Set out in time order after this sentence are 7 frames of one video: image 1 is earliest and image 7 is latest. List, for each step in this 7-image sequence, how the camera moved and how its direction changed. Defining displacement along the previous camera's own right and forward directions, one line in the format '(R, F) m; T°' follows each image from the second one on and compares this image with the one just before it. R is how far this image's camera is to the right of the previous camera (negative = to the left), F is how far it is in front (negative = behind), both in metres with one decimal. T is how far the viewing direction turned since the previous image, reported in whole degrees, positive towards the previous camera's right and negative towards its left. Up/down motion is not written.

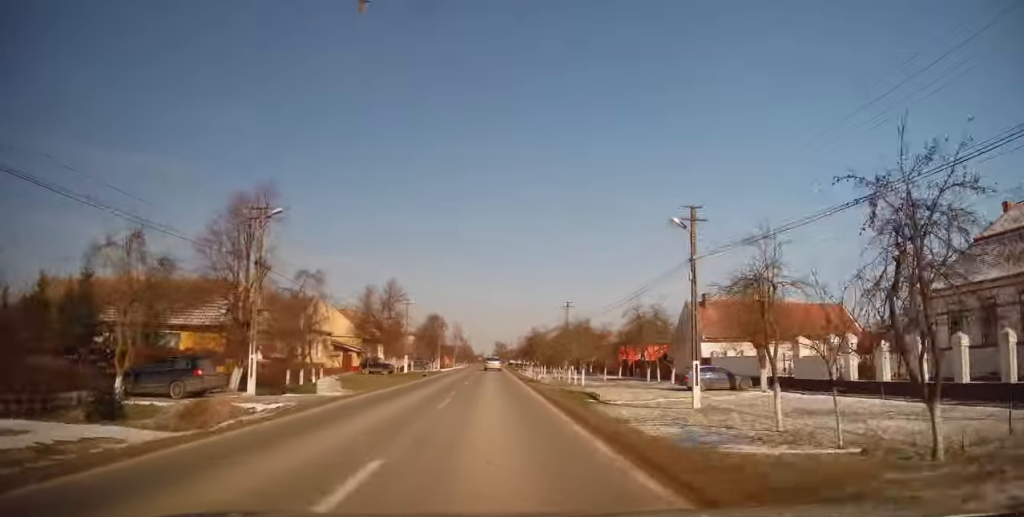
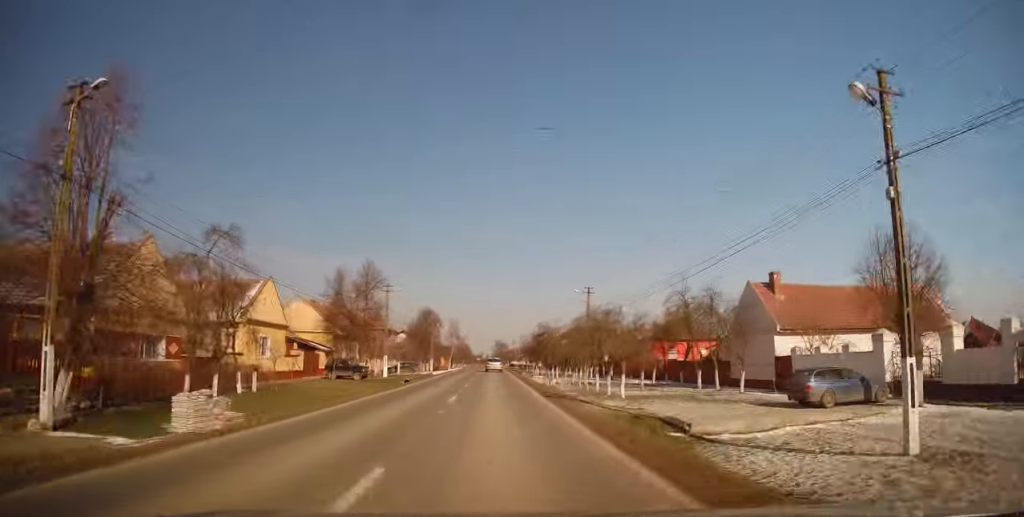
(0.0, +12.1) m; 0°
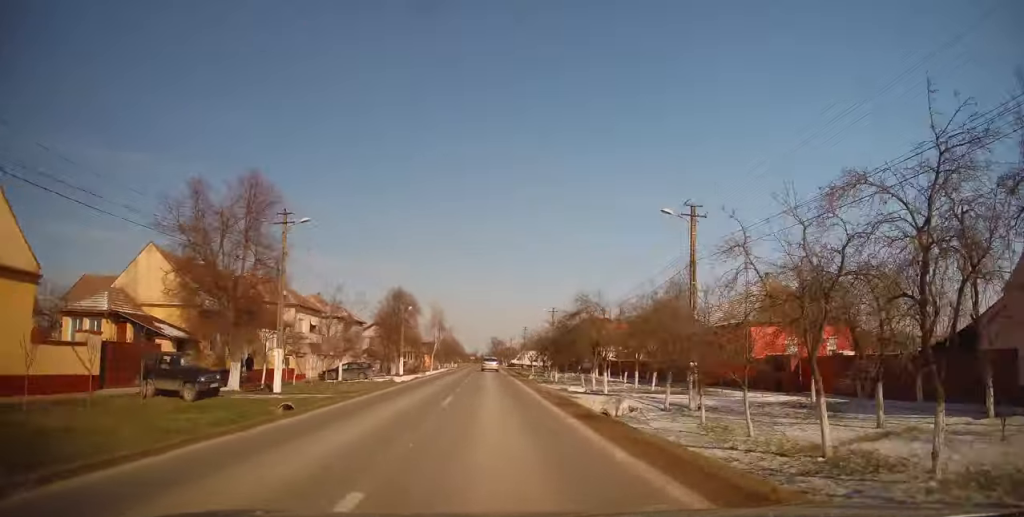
(+0.1, +24.5) m; 0°
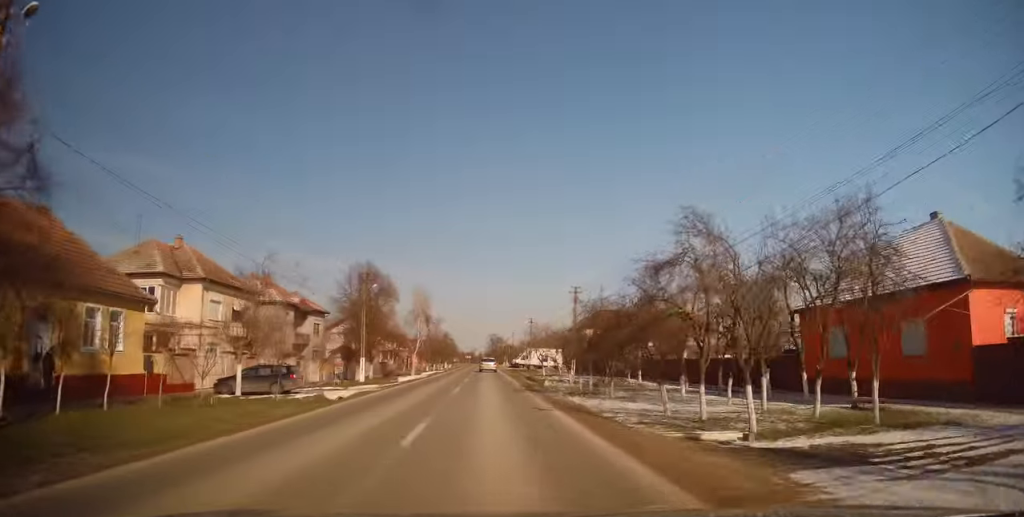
(0.0, +17.5) m; 0°
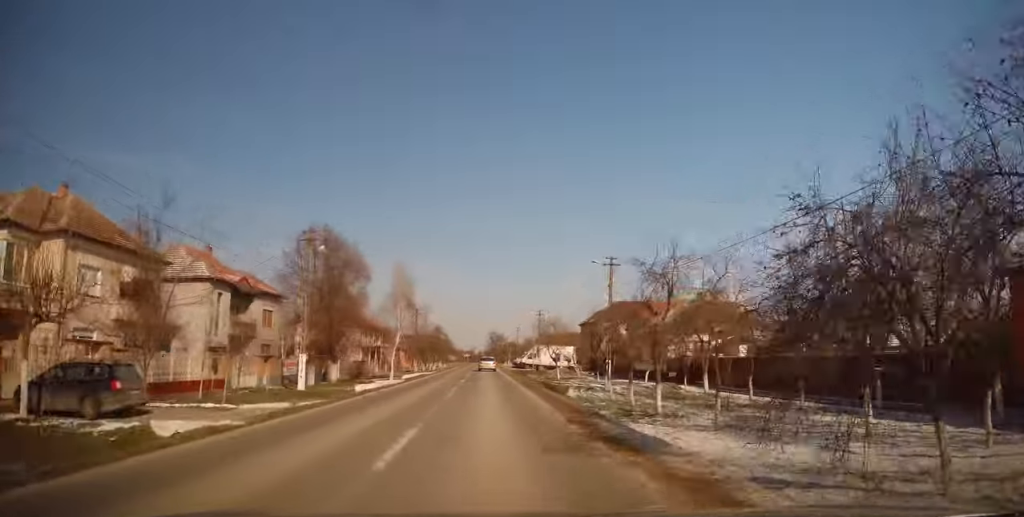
(0.0, +13.5) m; 0°
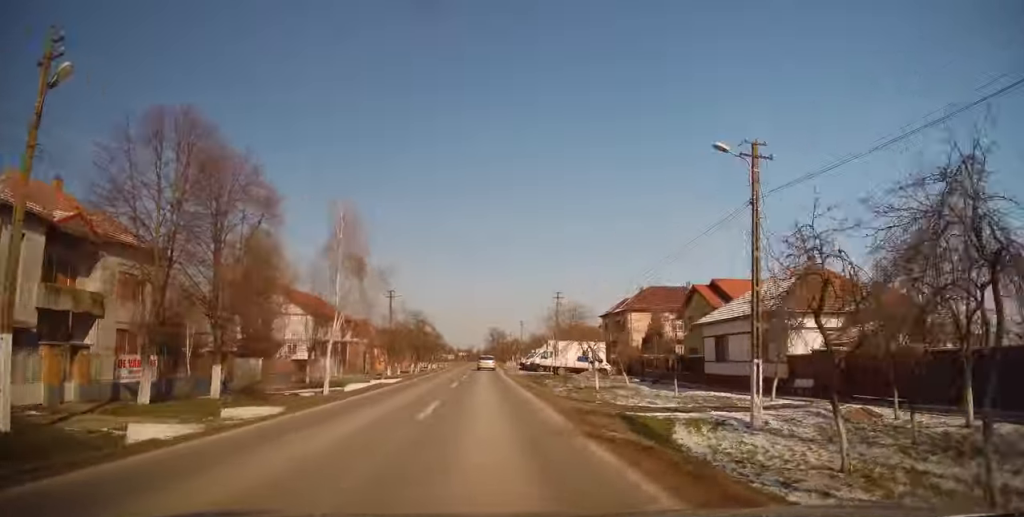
(0.0, +18.9) m; 0°
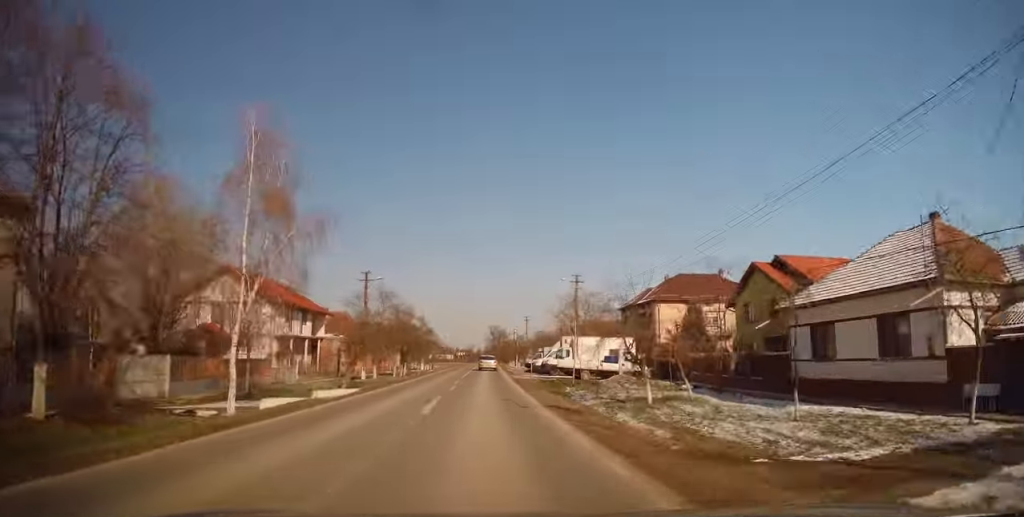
(0.0, +11.0) m; 0°
